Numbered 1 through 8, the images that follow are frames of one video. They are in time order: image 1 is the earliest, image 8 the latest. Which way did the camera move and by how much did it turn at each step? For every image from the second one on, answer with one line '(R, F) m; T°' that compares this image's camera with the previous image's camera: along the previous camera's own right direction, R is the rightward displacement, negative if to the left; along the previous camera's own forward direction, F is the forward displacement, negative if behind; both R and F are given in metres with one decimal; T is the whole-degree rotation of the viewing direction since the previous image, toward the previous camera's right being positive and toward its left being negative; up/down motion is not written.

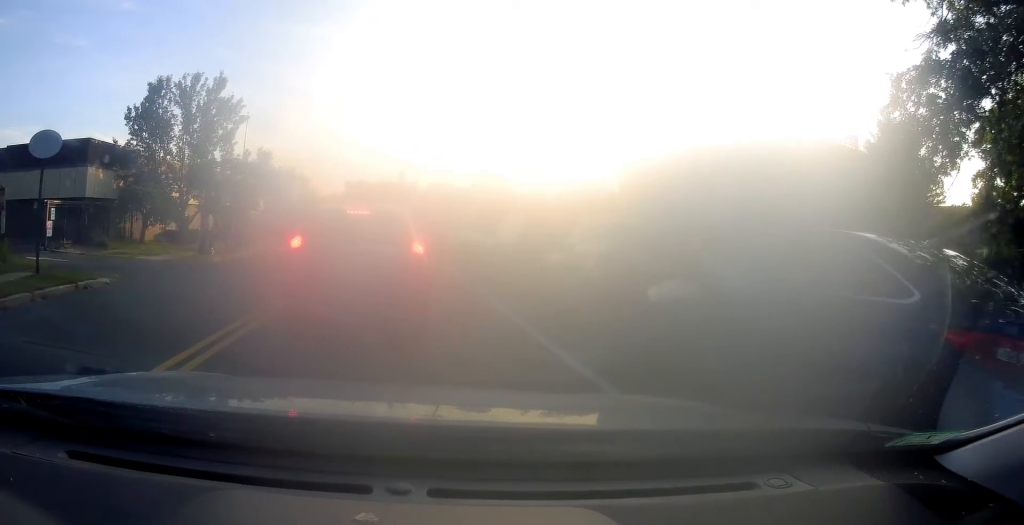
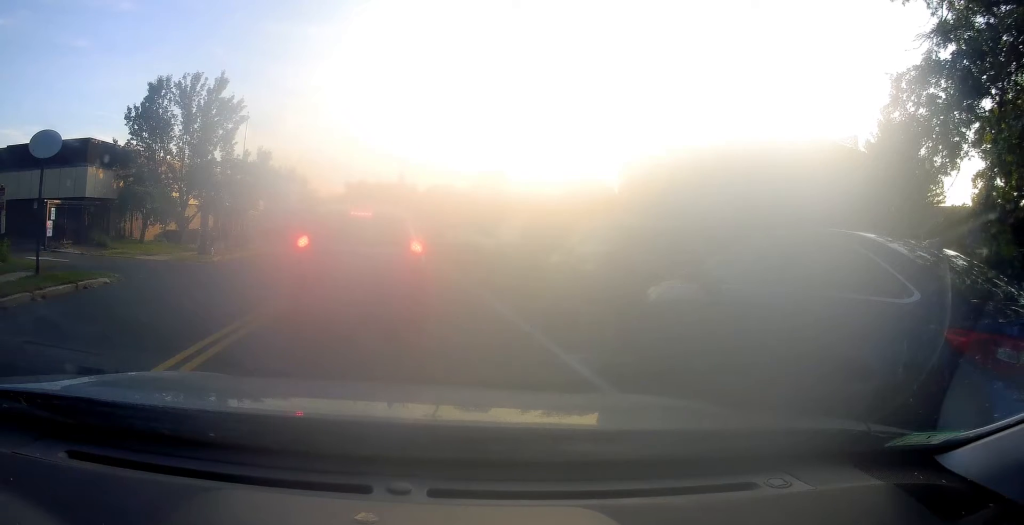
(-0.1, +0.5) m; 0°
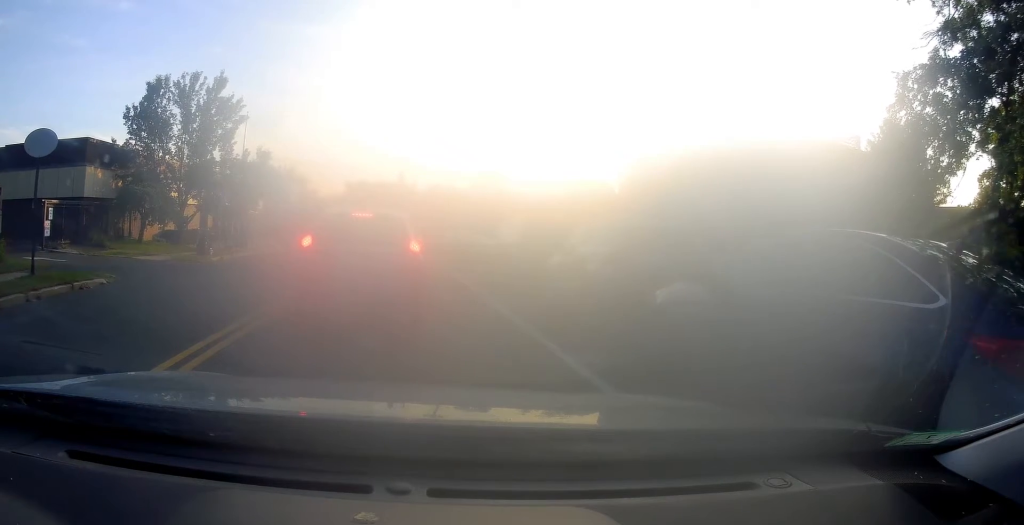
(-0.1, +0.3) m; 0°
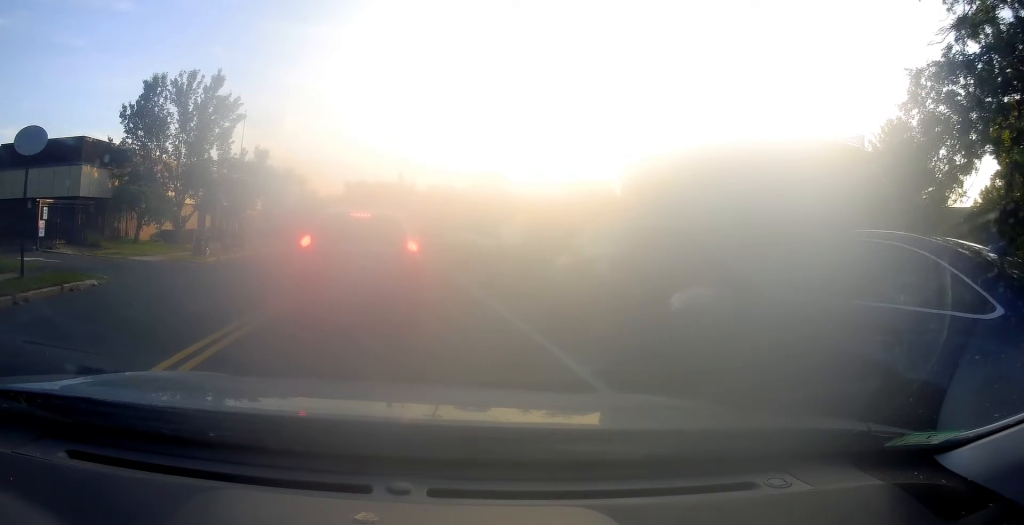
(0.0, +0.2) m; 0°
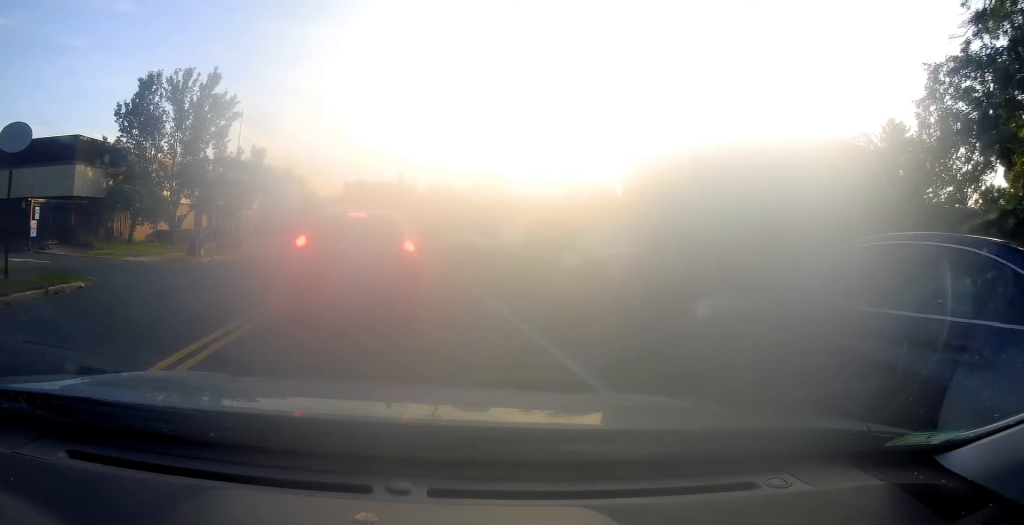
(+0.1, +0.2) m; 0°
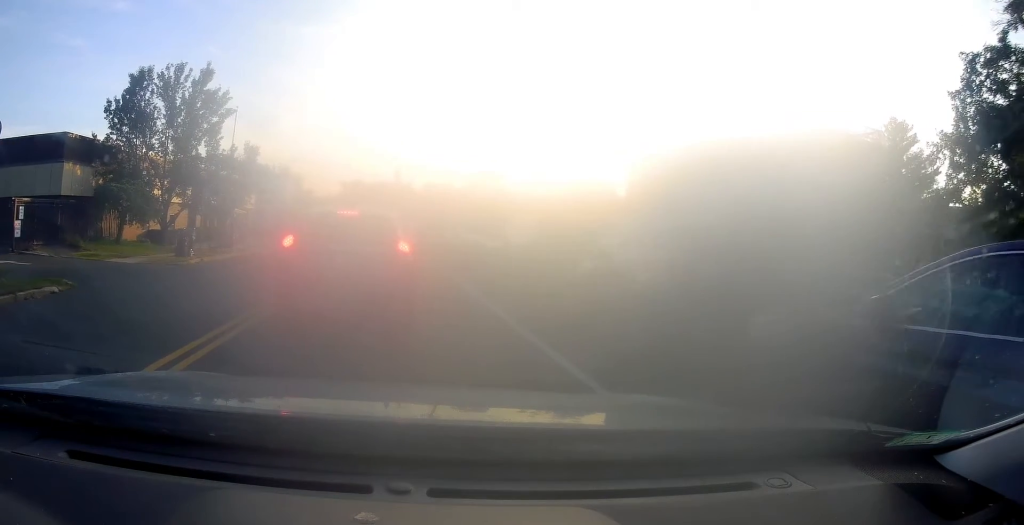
(+0.2, +0.3) m; 0°
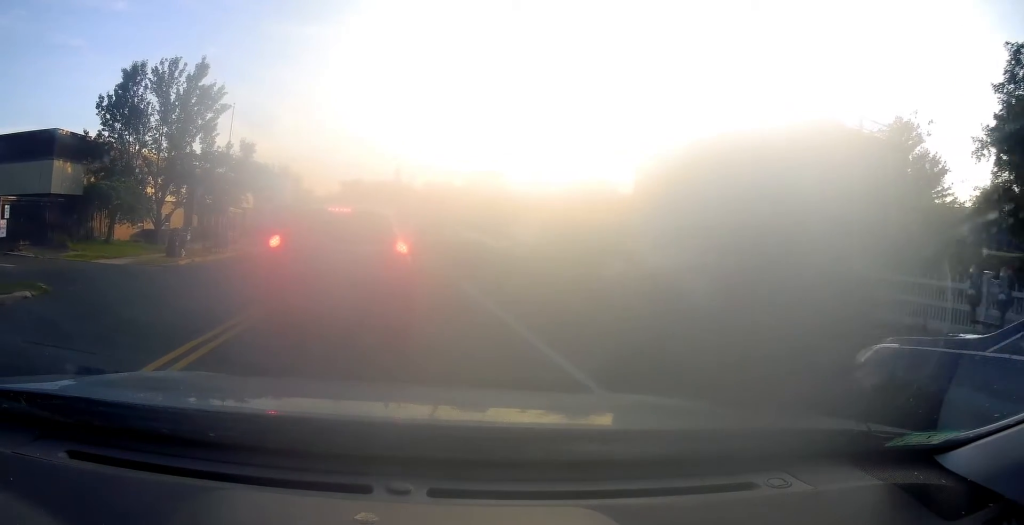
(+0.2, +0.2) m; 0°
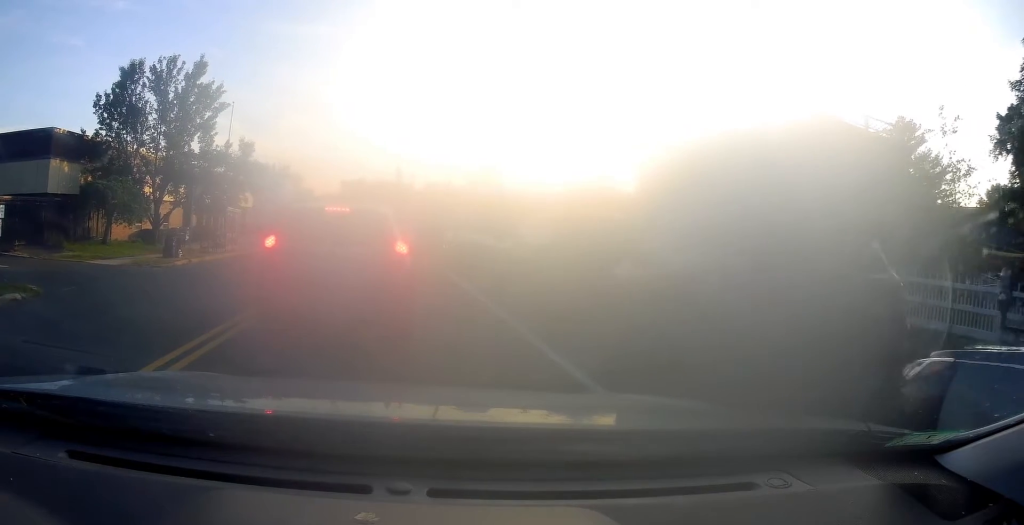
(+0.1, +0.8) m; 0°
